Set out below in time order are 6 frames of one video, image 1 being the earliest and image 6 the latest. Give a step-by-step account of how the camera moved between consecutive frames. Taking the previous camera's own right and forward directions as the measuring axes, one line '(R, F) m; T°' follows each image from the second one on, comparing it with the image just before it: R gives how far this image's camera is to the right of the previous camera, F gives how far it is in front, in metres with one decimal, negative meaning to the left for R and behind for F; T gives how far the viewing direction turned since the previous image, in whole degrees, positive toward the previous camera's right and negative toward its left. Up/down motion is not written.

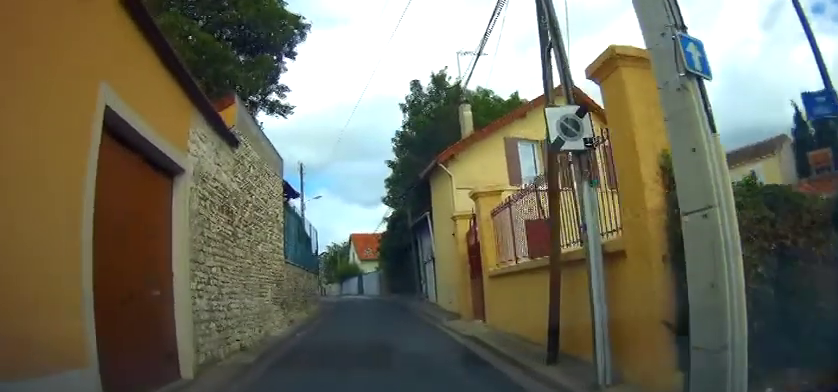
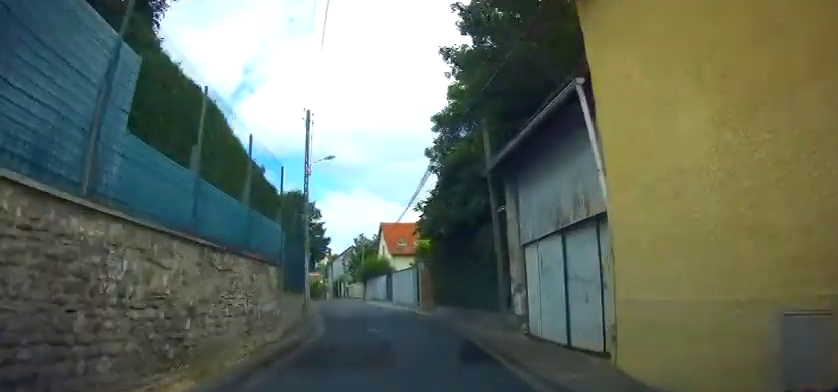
(-0.1, +10.6) m; -1°
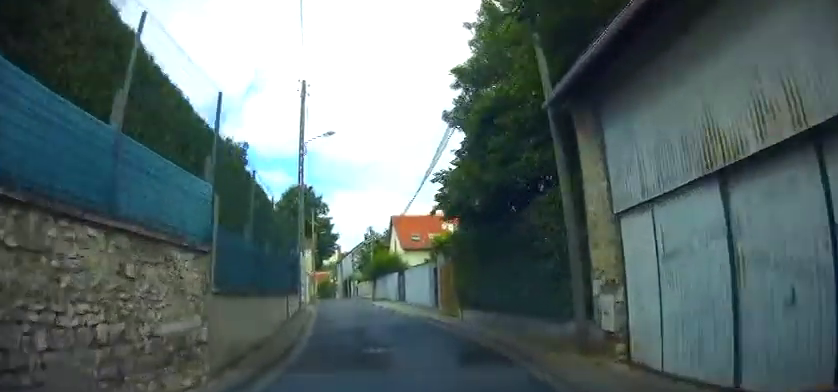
(+0.1, +4.5) m; +1°
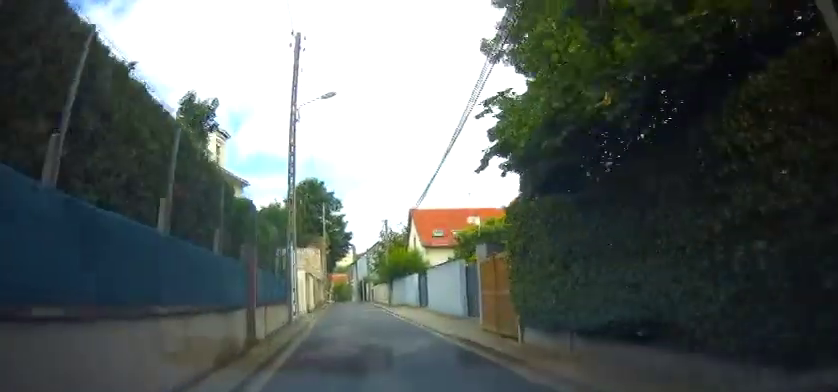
(+0.1, +6.3) m; 0°
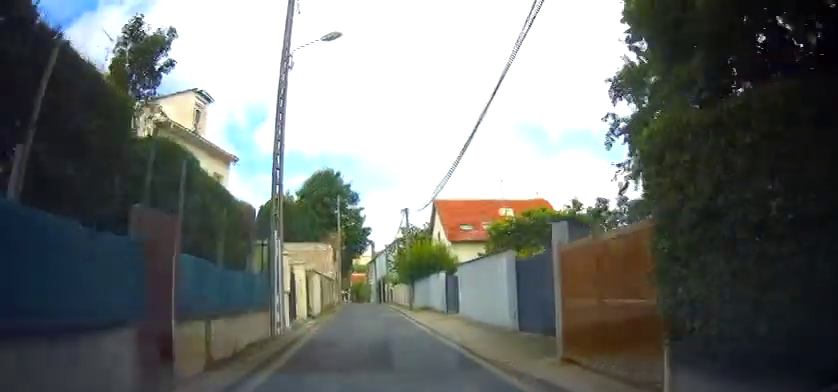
(0.0, +6.0) m; -2°
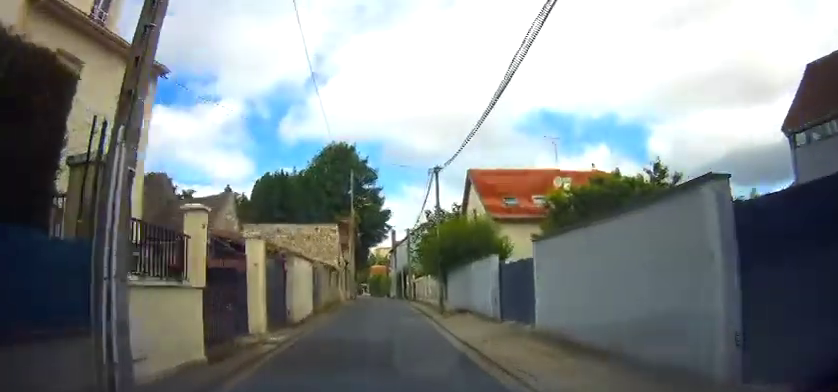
(-0.3, +8.8) m; -1°
